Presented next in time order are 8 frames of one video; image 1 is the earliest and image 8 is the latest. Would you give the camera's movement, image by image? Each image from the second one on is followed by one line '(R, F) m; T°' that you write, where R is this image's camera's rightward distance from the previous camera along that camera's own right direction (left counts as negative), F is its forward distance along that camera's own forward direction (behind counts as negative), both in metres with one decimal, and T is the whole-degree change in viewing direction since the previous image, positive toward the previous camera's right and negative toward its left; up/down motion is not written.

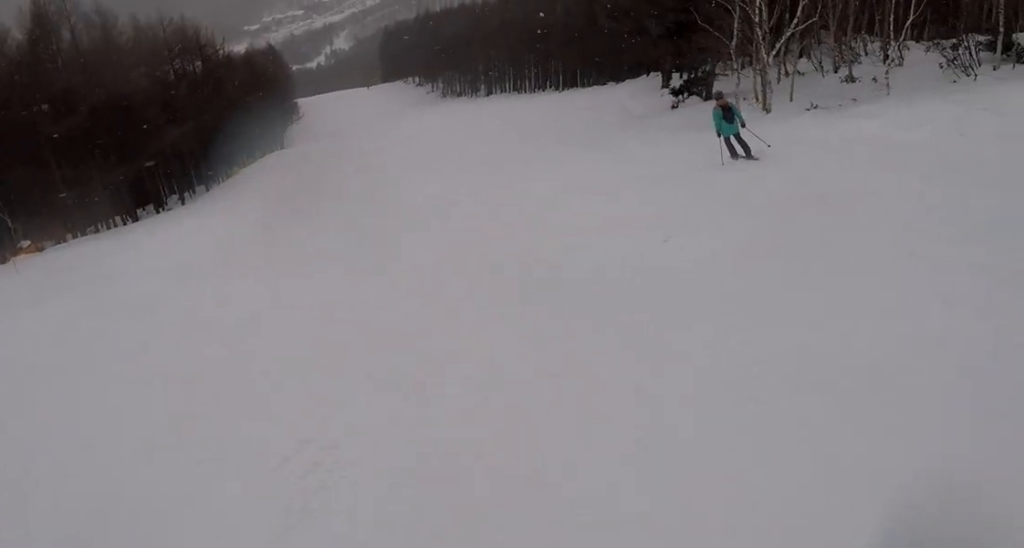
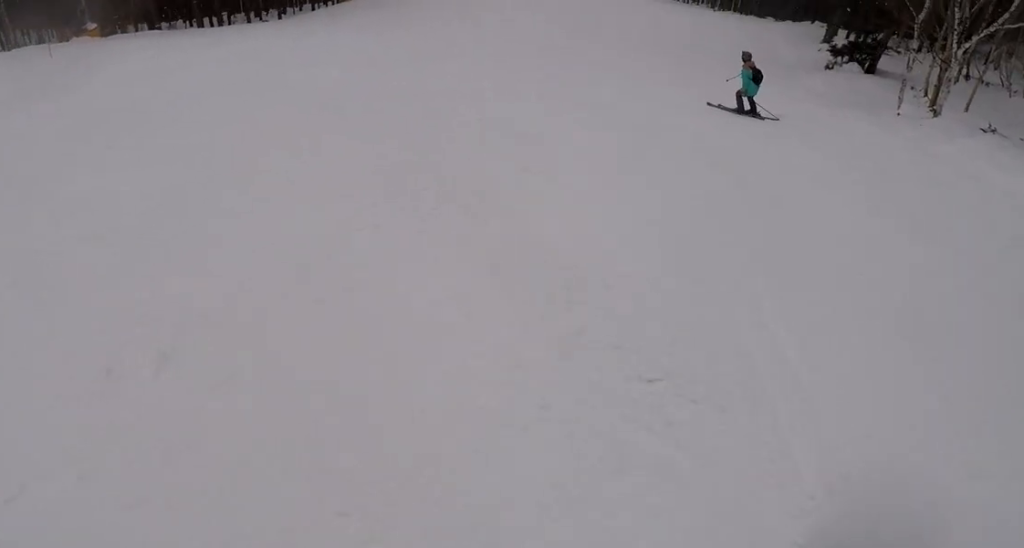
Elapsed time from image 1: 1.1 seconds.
(0.0, +4.2) m; -21°
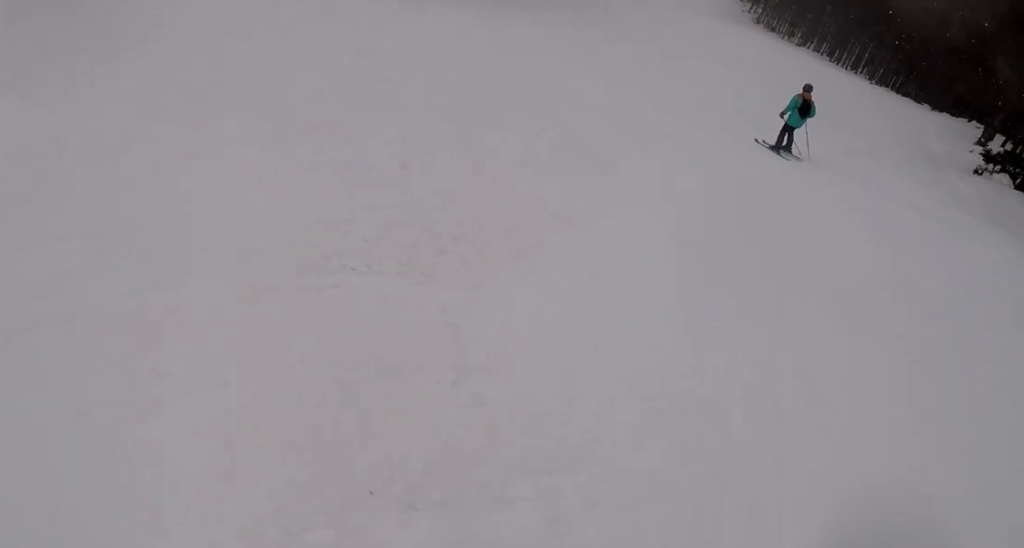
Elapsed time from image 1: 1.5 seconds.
(-0.7, +1.8) m; -14°
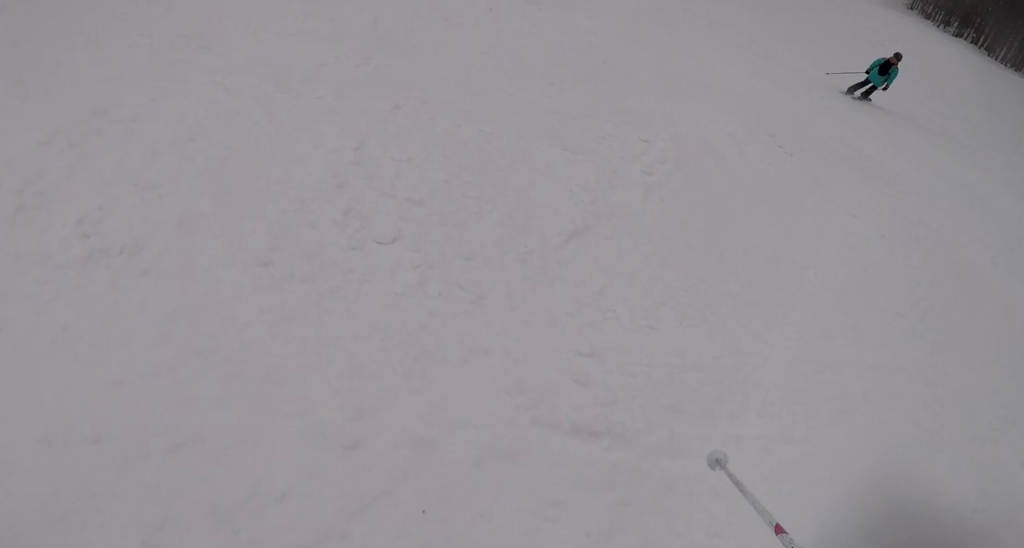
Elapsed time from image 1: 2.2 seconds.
(-0.6, +3.0) m; -13°
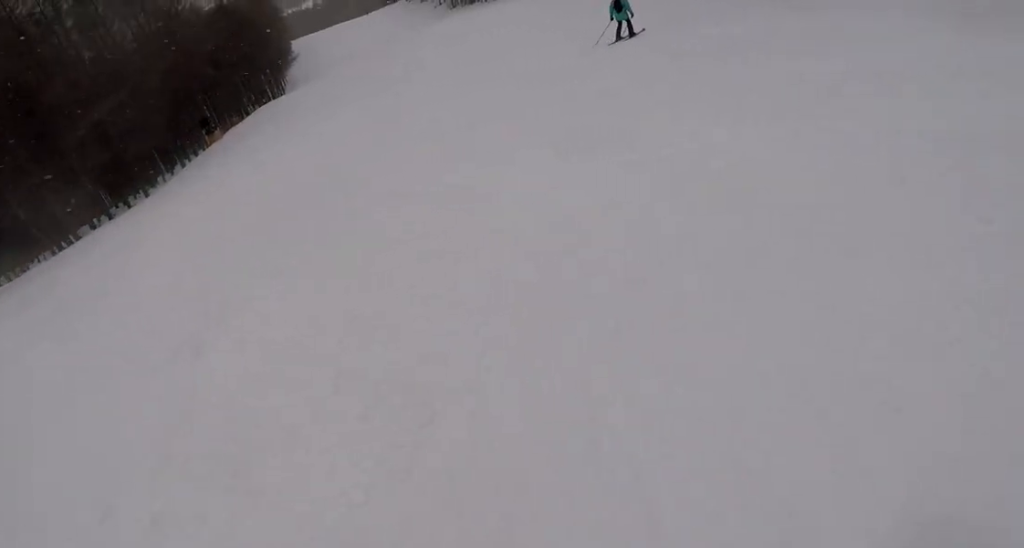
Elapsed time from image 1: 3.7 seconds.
(+1.0, +6.1) m; +20°
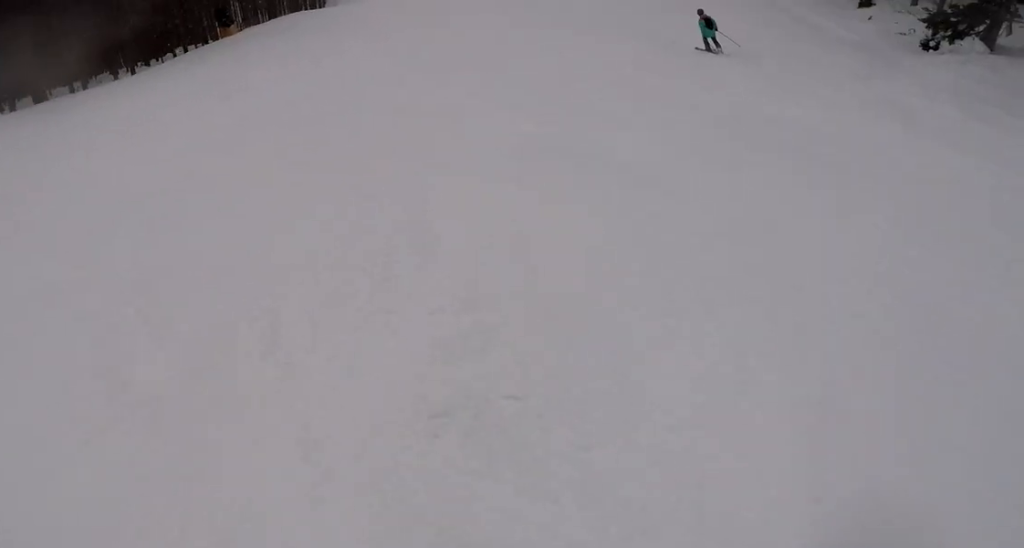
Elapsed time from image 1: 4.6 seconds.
(+0.1, +4.2) m; -3°
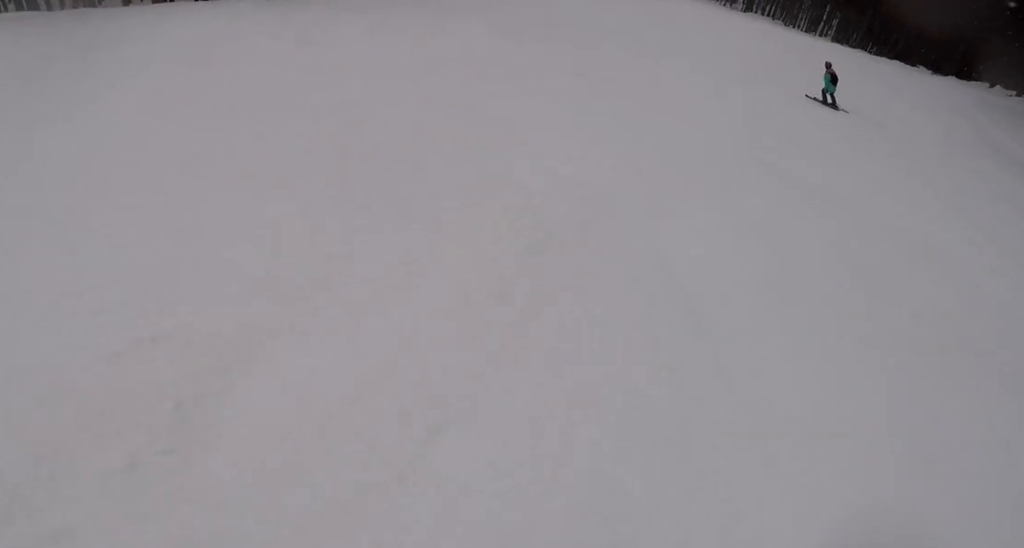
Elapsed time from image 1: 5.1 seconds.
(-0.3, +2.7) m; -6°
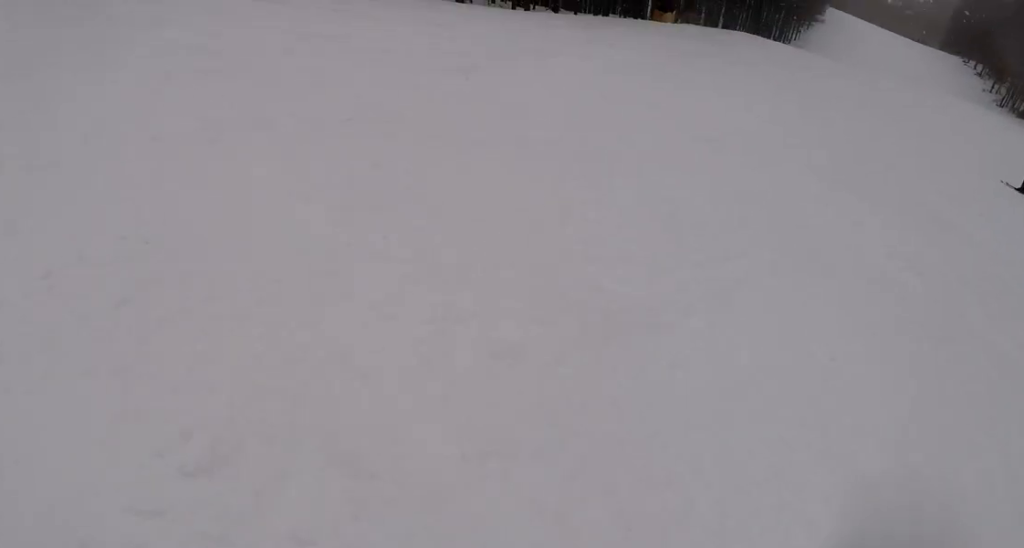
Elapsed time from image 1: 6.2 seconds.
(0.0, +5.7) m; +2°
